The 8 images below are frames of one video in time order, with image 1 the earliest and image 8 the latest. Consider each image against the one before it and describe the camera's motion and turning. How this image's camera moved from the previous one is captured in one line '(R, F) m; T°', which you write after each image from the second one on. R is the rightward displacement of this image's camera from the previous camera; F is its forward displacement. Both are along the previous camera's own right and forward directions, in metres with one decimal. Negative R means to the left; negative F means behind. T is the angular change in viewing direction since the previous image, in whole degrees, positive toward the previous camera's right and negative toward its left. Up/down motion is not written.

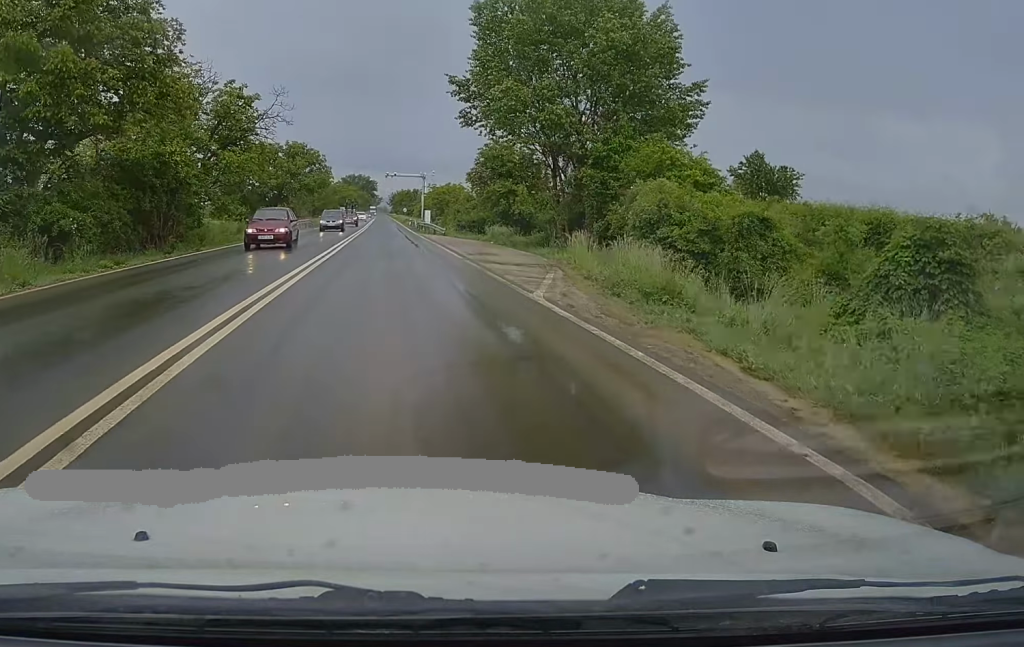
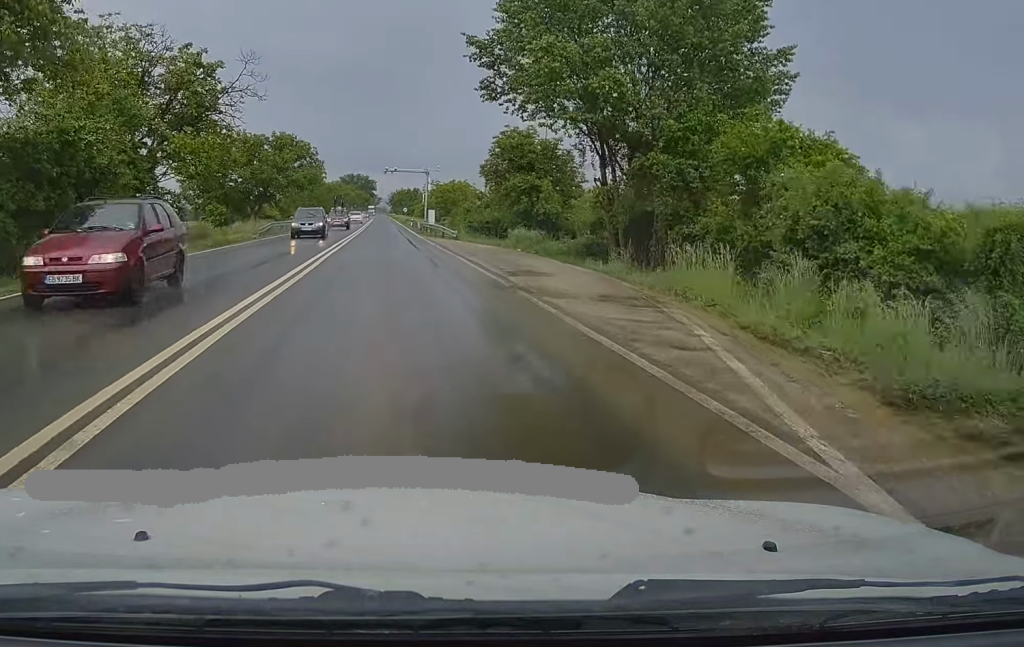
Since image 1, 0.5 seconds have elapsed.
(+0.1, +9.5) m; 0°
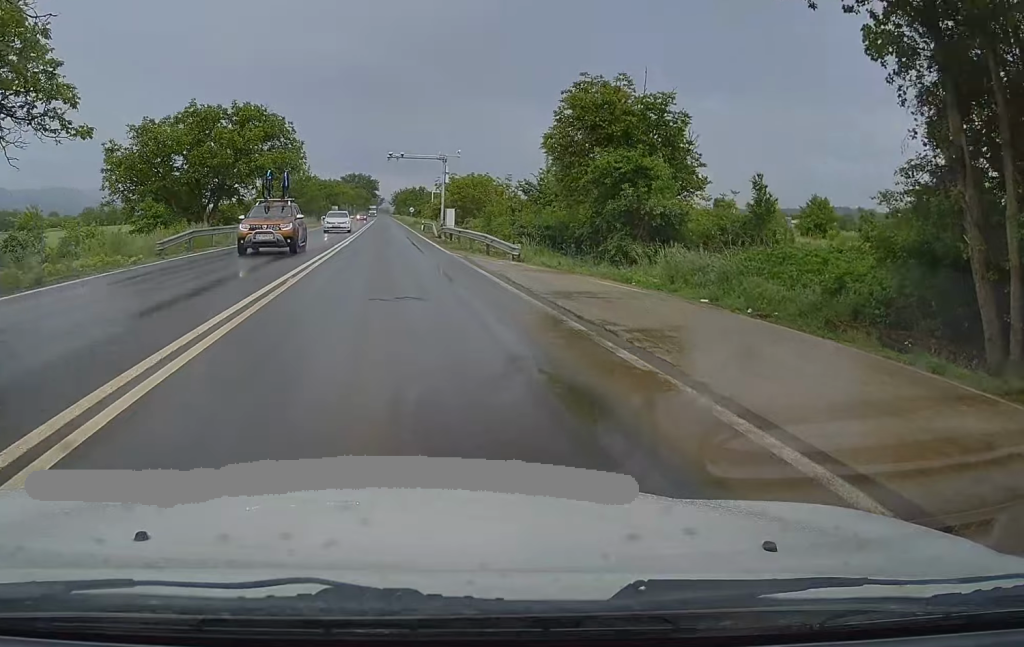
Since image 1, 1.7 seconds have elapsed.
(0.0, +21.0) m; -1°
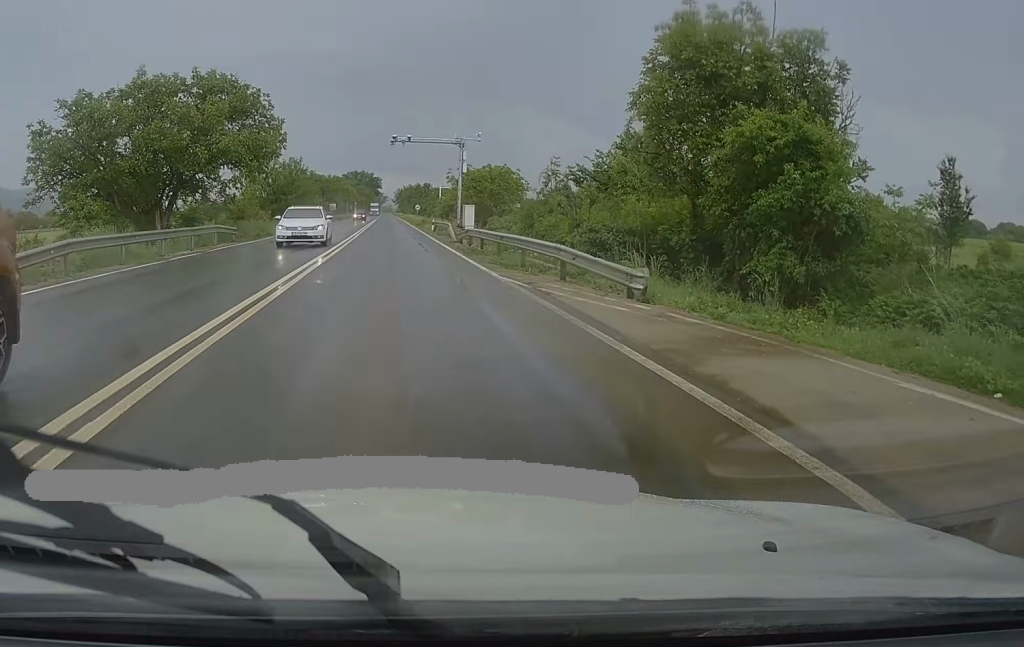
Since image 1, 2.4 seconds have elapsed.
(-0.1, +12.1) m; -1°
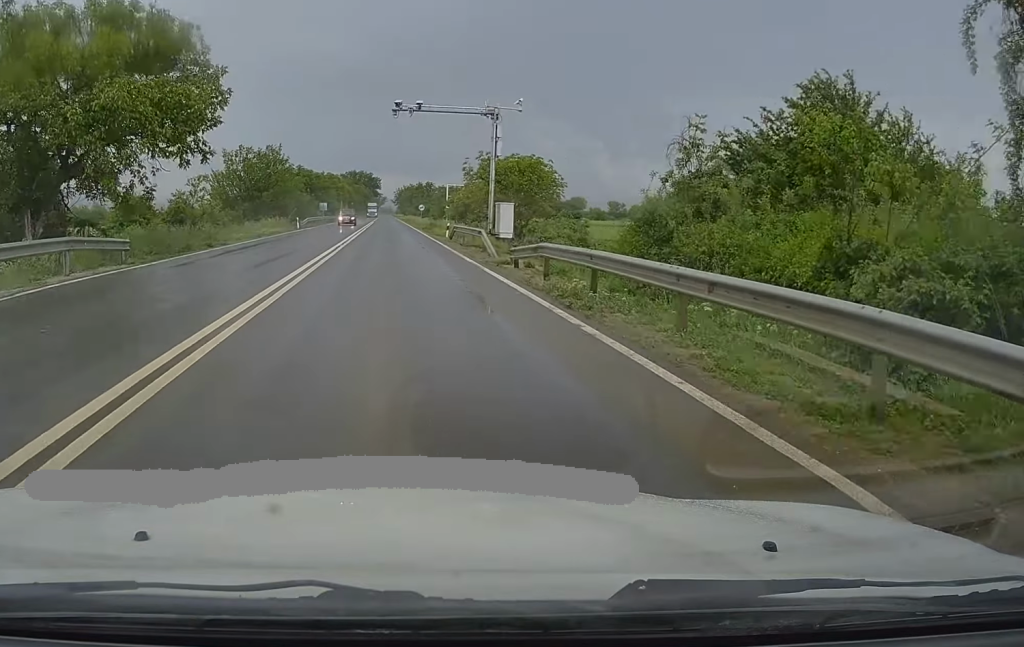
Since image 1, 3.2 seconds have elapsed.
(-0.1, +15.9) m; 0°
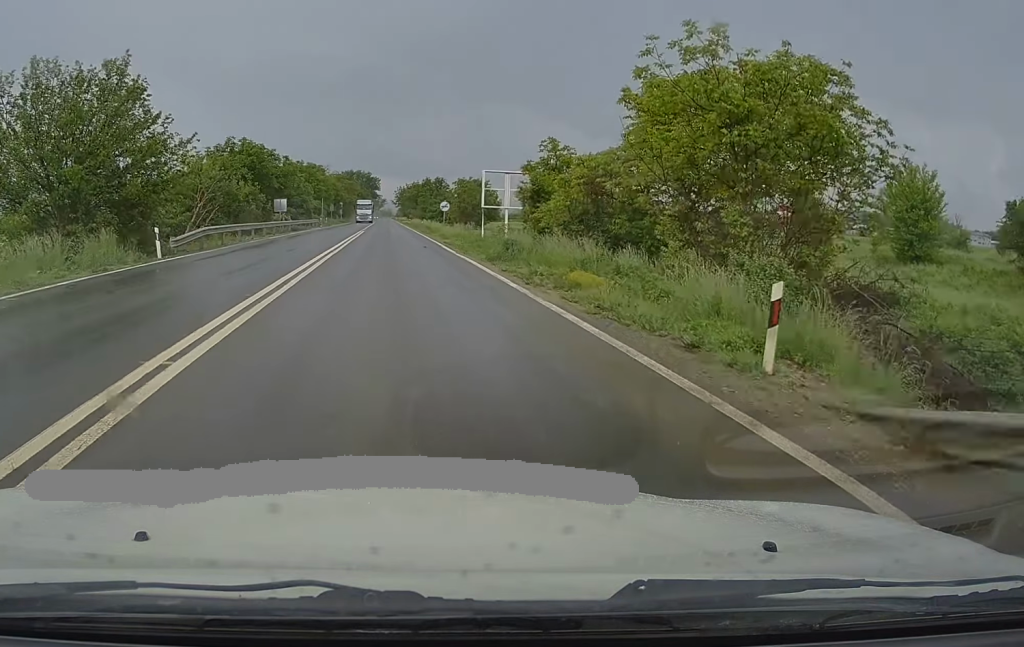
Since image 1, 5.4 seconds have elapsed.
(+0.3, +40.2) m; +1°
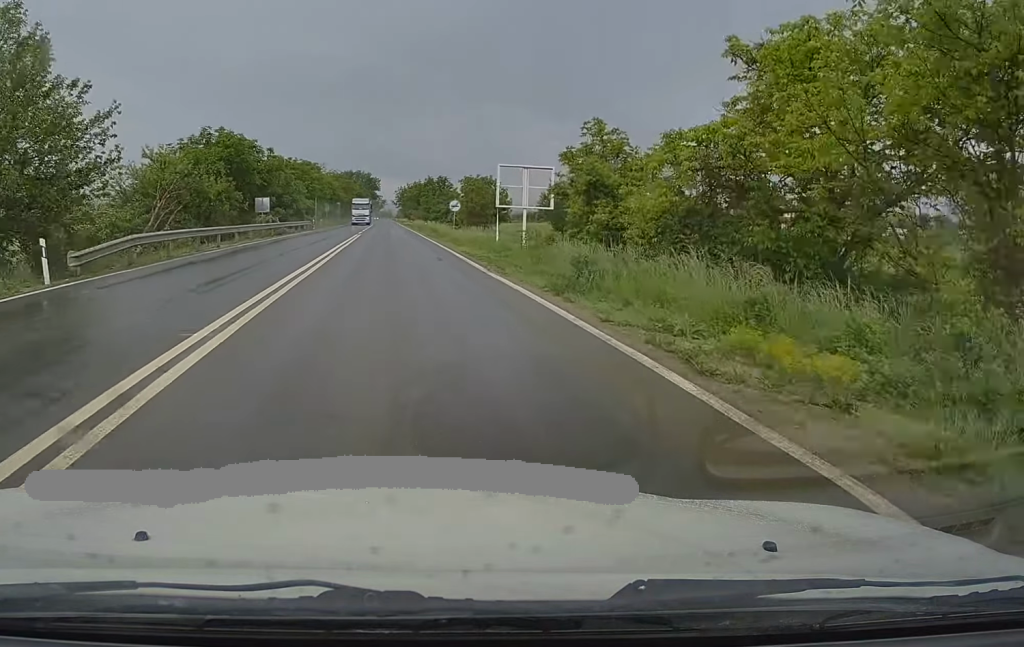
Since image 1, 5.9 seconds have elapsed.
(+0.2, +8.7) m; 0°
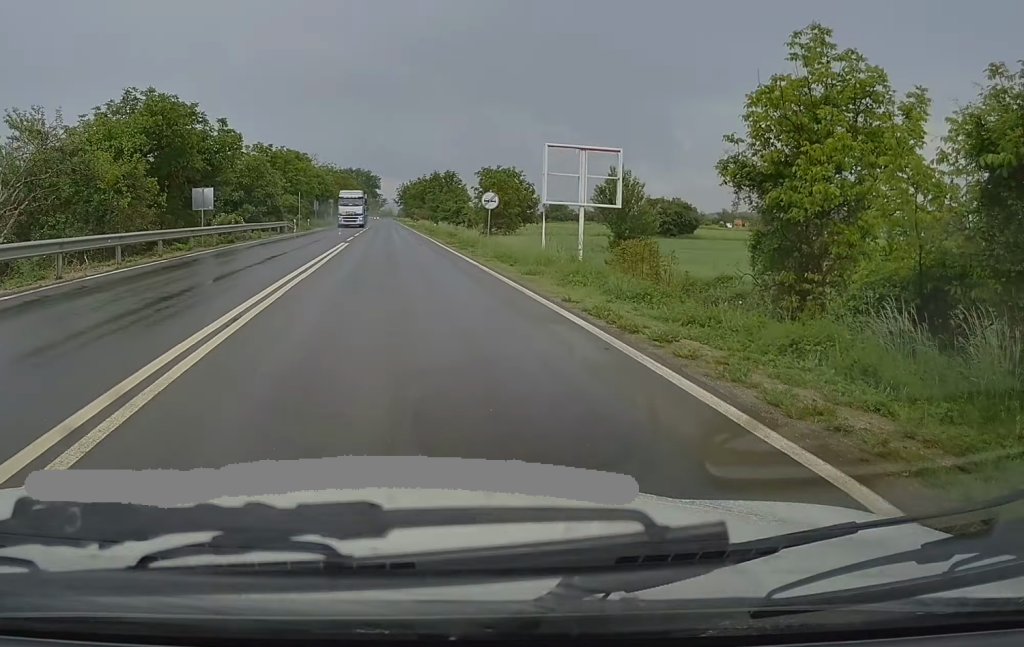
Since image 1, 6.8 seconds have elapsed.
(-0.2, +17.1) m; 0°
